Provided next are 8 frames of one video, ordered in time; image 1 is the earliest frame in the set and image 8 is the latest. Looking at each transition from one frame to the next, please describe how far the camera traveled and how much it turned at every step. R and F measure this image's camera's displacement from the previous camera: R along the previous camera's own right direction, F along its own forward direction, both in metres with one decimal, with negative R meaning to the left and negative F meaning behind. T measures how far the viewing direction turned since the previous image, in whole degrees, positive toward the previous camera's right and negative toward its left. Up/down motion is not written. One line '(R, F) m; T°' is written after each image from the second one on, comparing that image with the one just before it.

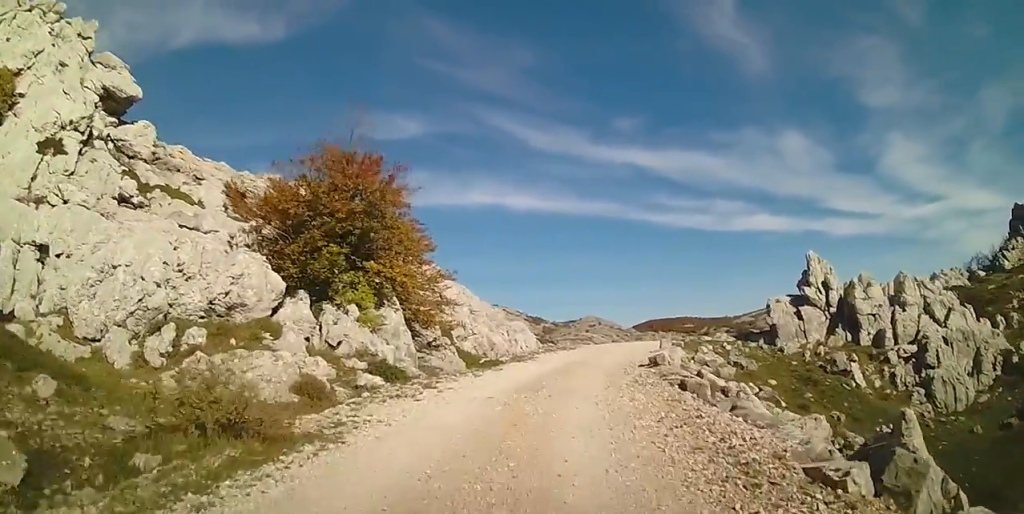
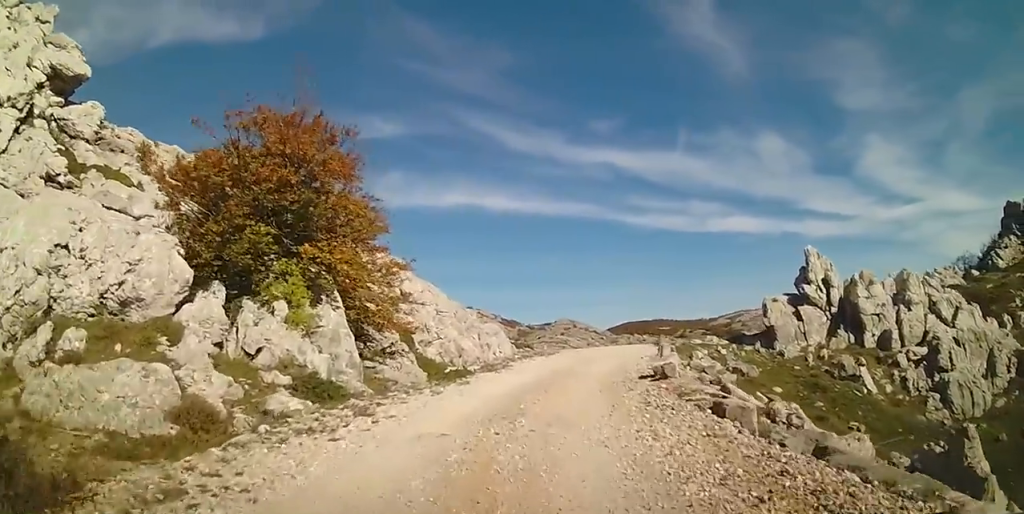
(+0.3, +3.1) m; +3°
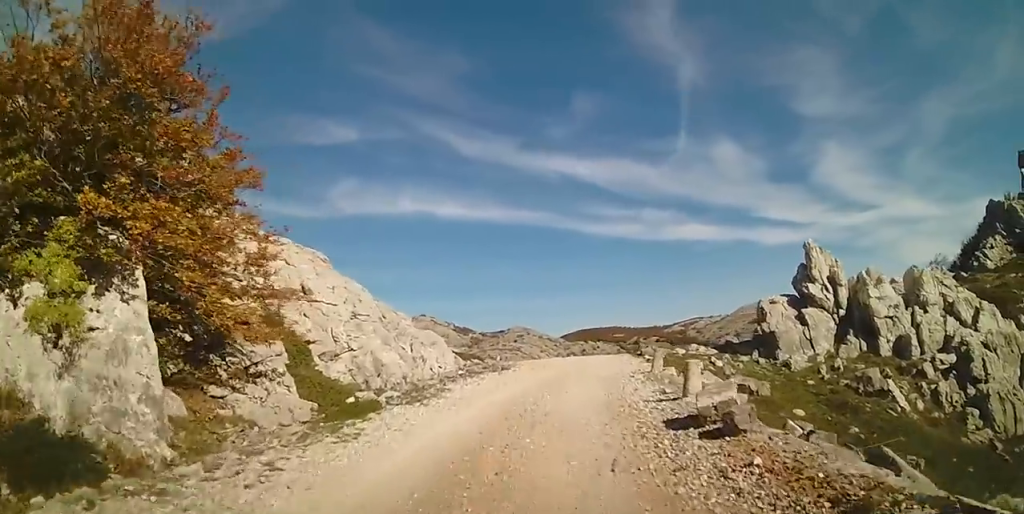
(+0.1, +5.8) m; +2°
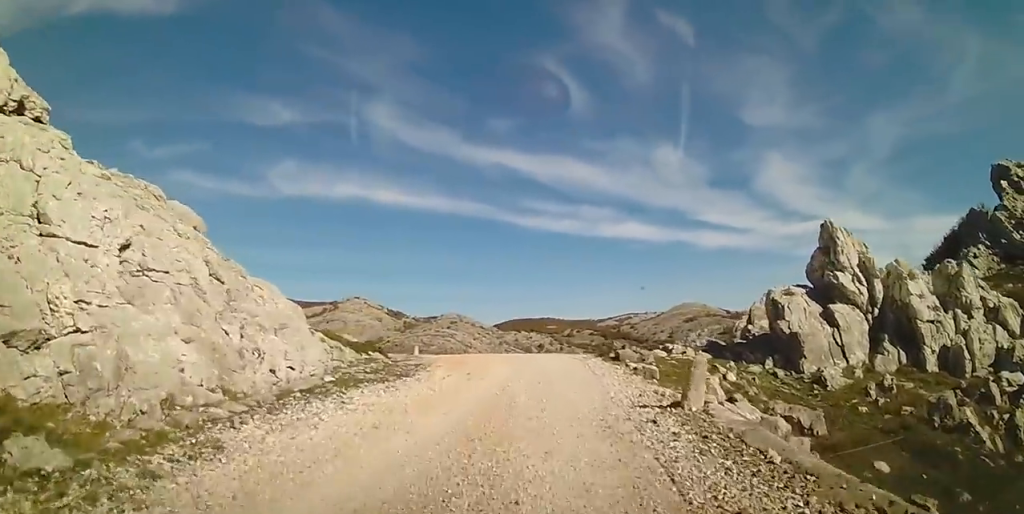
(+0.1, +8.0) m; +4°
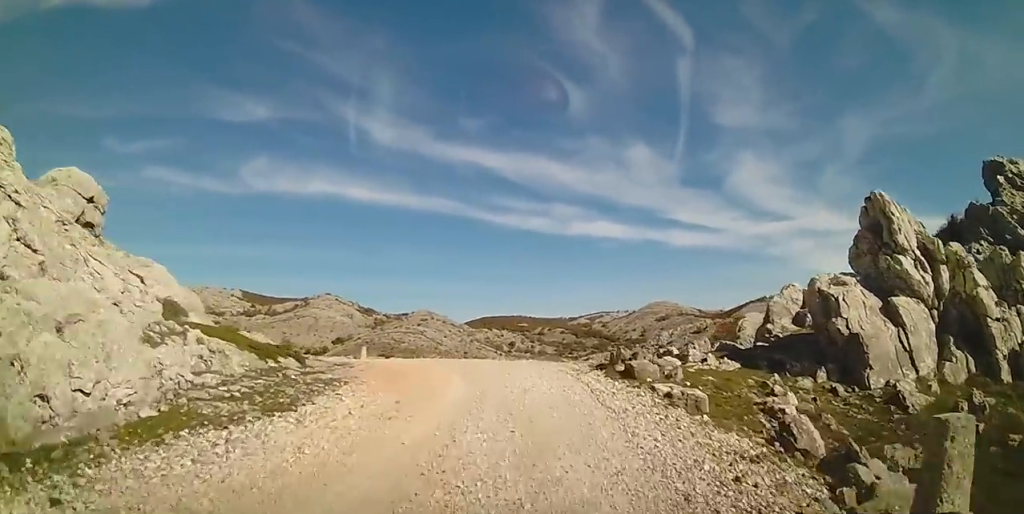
(+0.3, +5.3) m; +5°
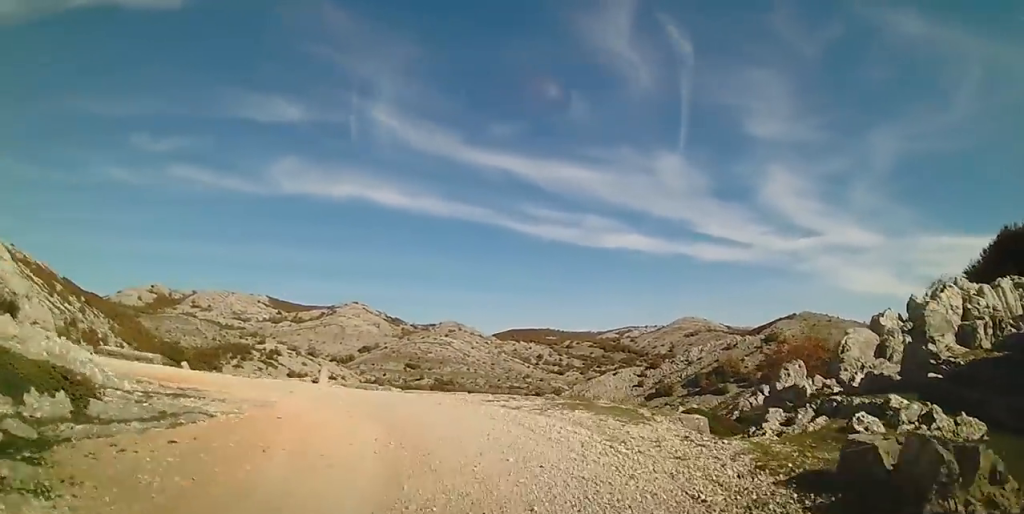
(+0.4, +8.6) m; 0°
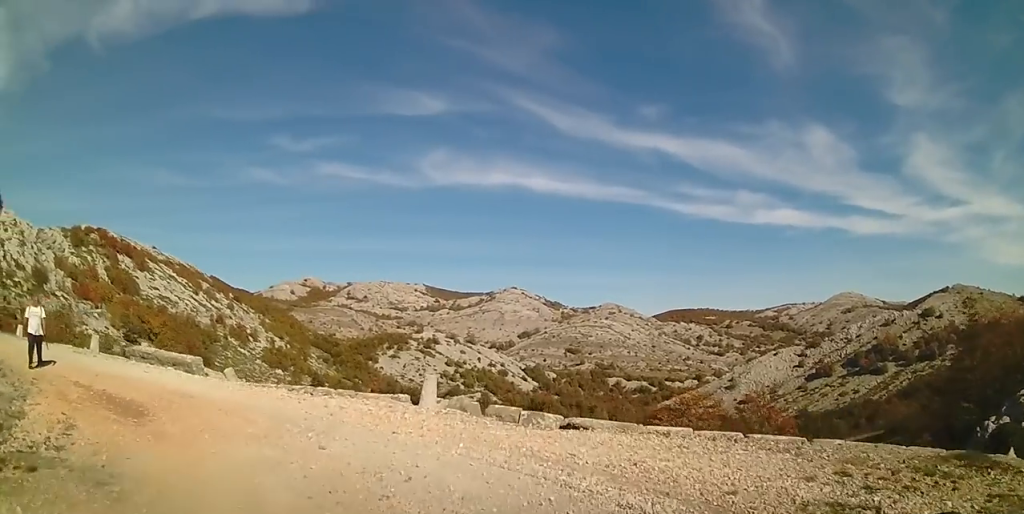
(-0.9, +7.7) m; -17°
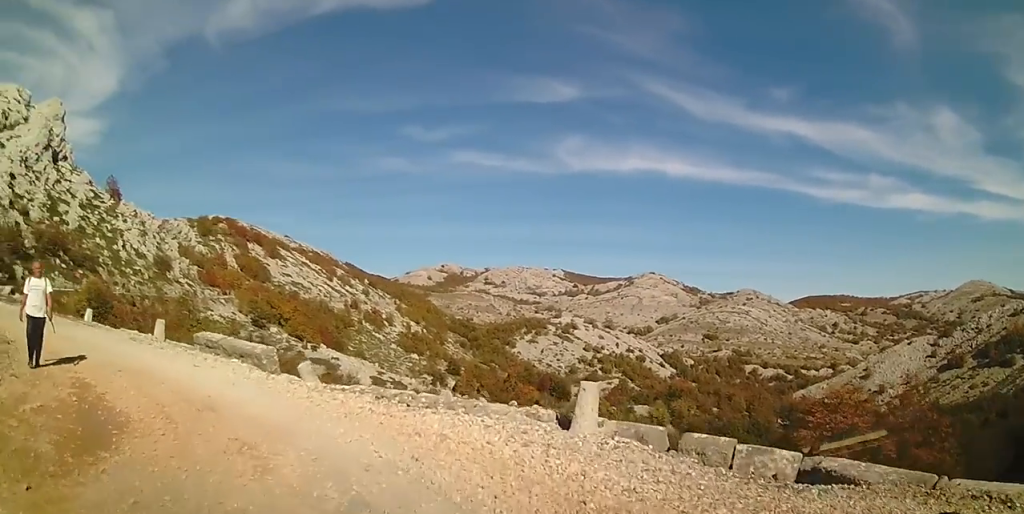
(-0.6, +4.0) m; -19°
